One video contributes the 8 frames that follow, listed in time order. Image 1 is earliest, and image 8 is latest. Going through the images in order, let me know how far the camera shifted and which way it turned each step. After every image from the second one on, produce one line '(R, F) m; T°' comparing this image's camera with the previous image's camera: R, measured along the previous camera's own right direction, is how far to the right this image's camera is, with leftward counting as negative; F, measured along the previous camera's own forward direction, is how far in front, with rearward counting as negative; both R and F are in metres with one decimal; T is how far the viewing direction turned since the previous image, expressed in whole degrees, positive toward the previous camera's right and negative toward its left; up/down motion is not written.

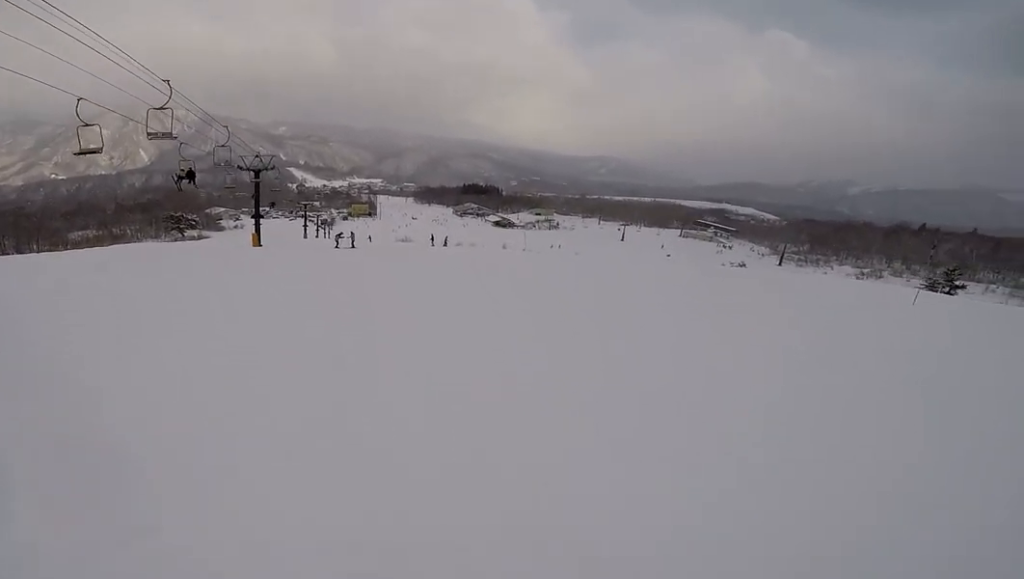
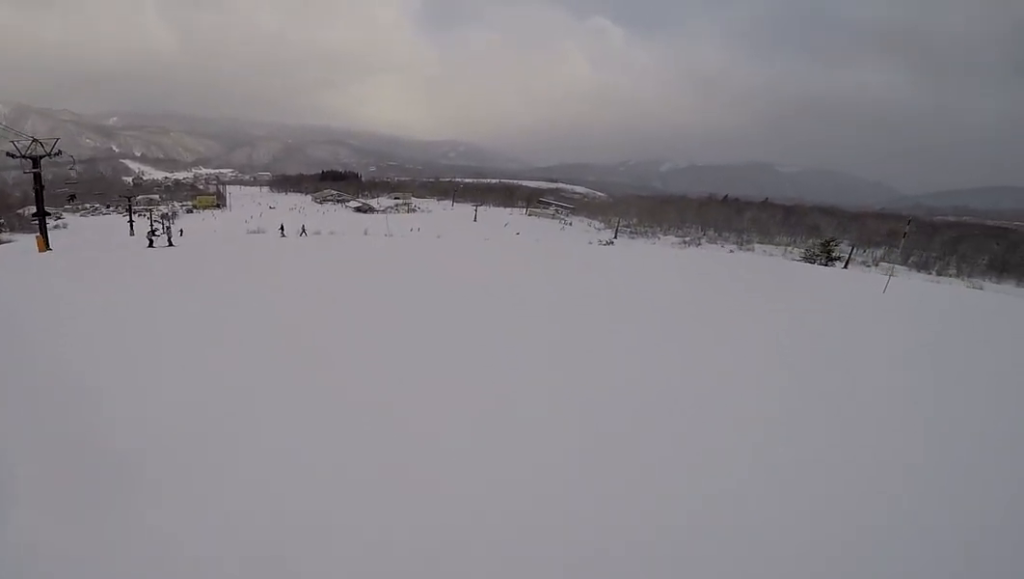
(+1.6, +6.0) m; +2°
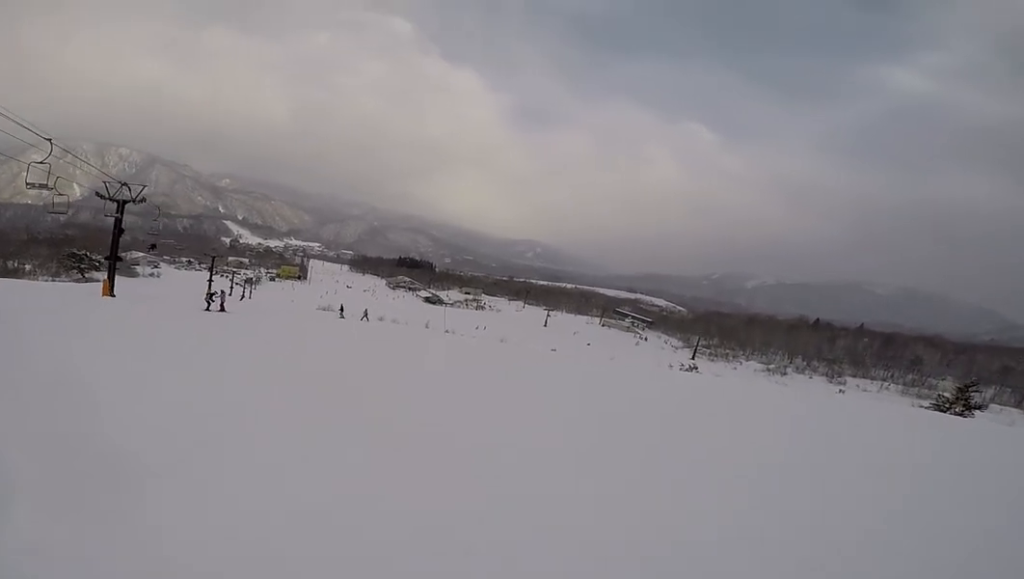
(+0.6, +2.9) m; -14°
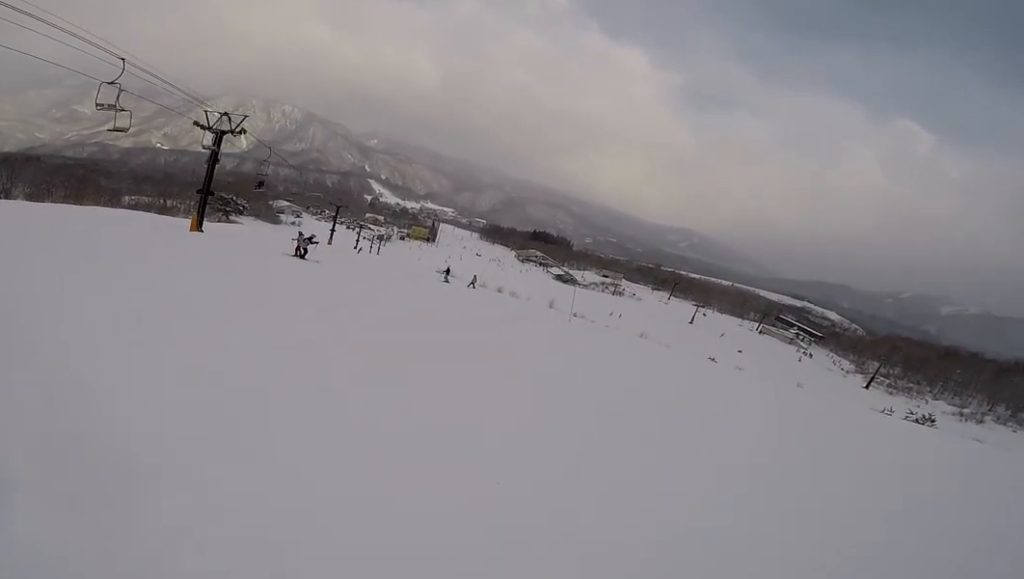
(-2.9, +5.8) m; -28°
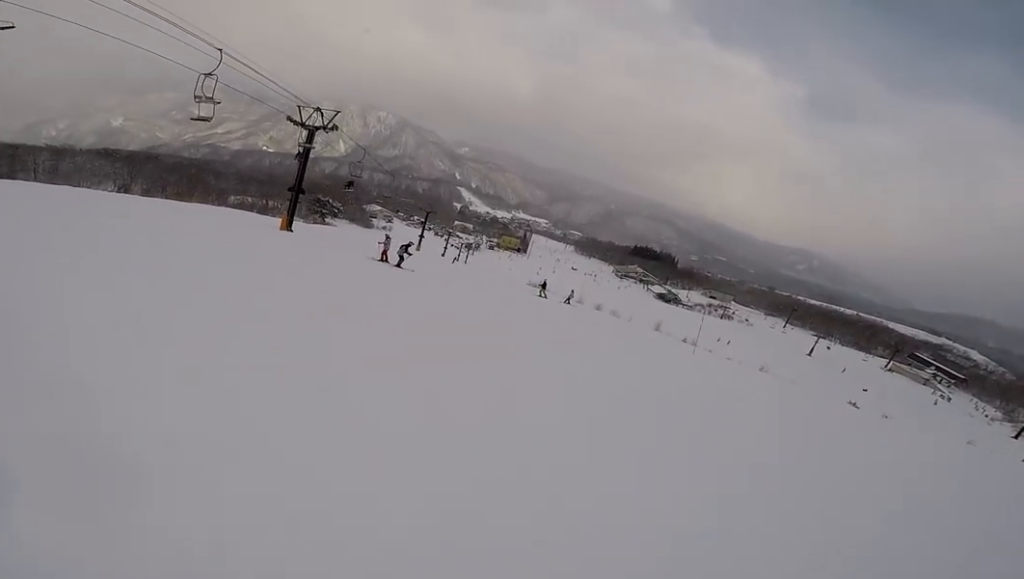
(+0.3, +2.2) m; -8°
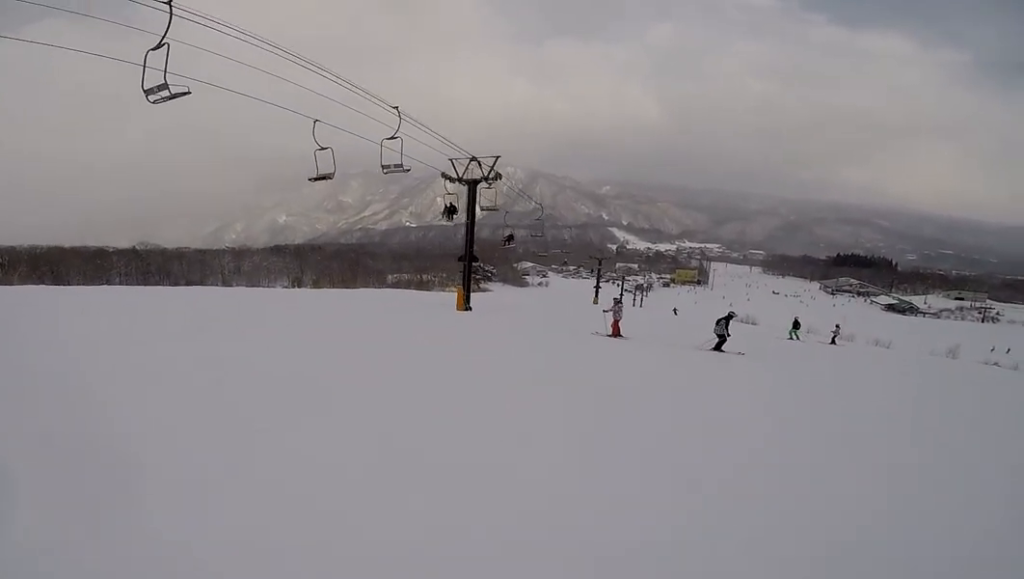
(-1.8, +6.1) m; -23°
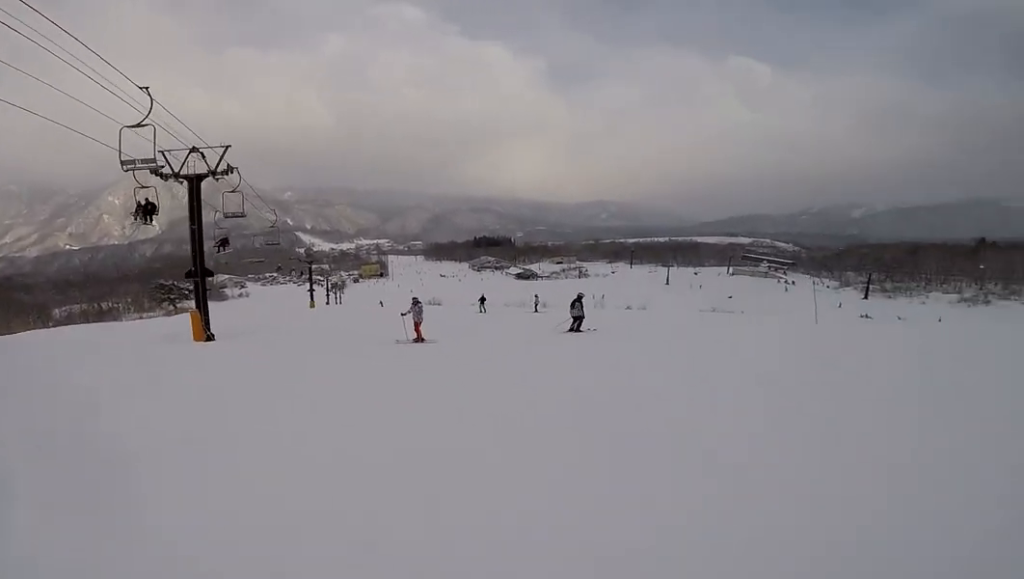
(+1.0, +5.0) m; +39°
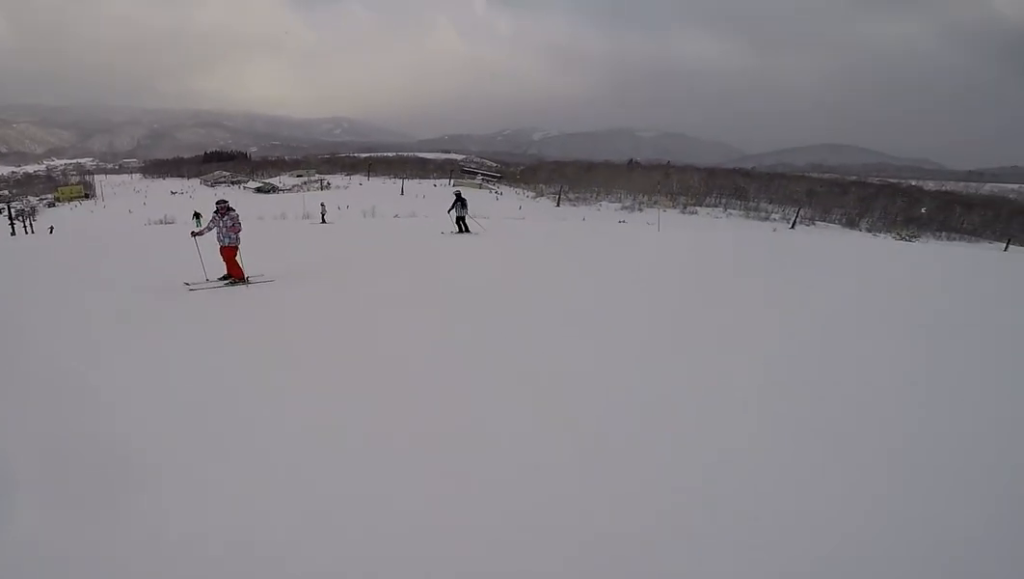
(+4.1, +6.0) m; +60°
